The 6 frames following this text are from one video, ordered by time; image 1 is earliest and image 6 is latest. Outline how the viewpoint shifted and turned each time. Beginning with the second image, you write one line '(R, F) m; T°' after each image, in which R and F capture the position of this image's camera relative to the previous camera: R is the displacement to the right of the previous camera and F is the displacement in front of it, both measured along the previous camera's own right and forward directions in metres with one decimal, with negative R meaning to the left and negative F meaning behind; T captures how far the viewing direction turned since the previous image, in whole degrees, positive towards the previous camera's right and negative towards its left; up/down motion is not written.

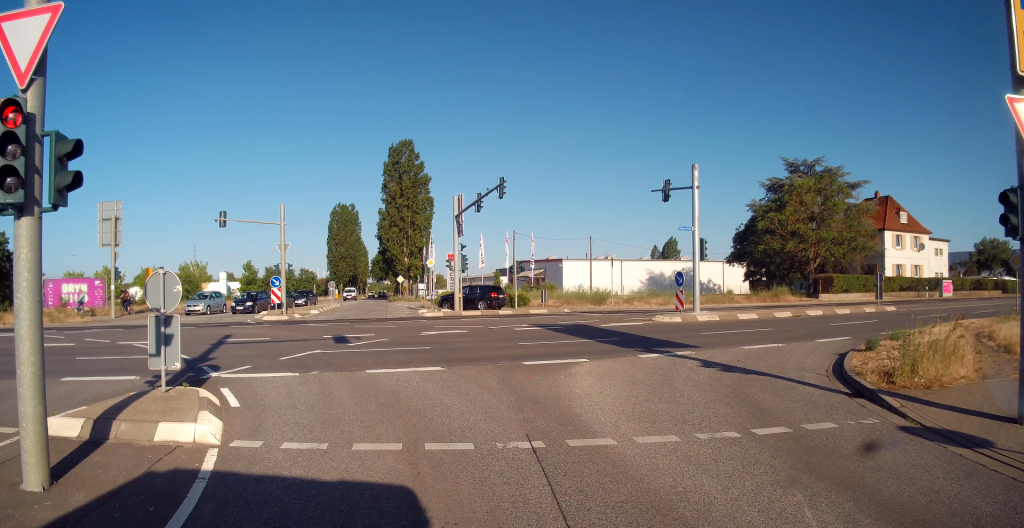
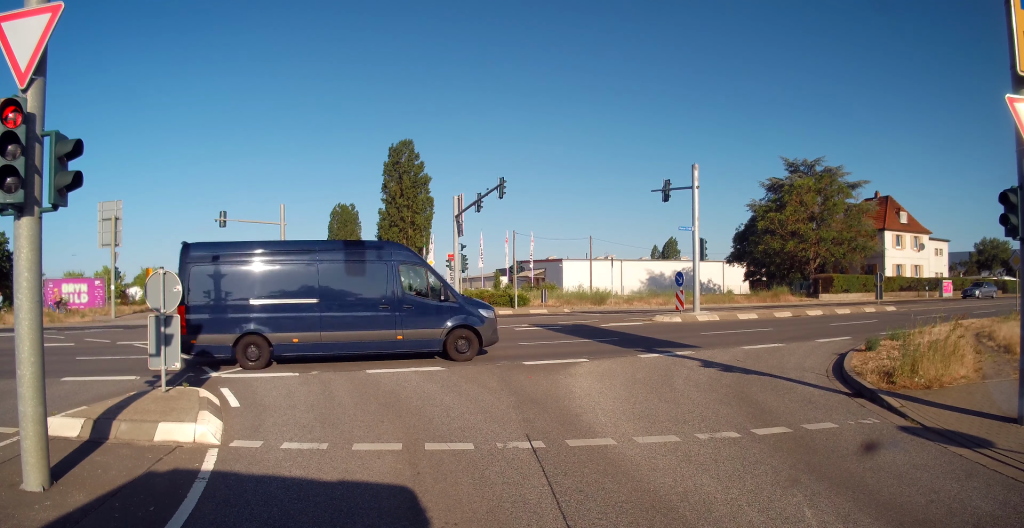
(0.0, 0.0) m; 0°
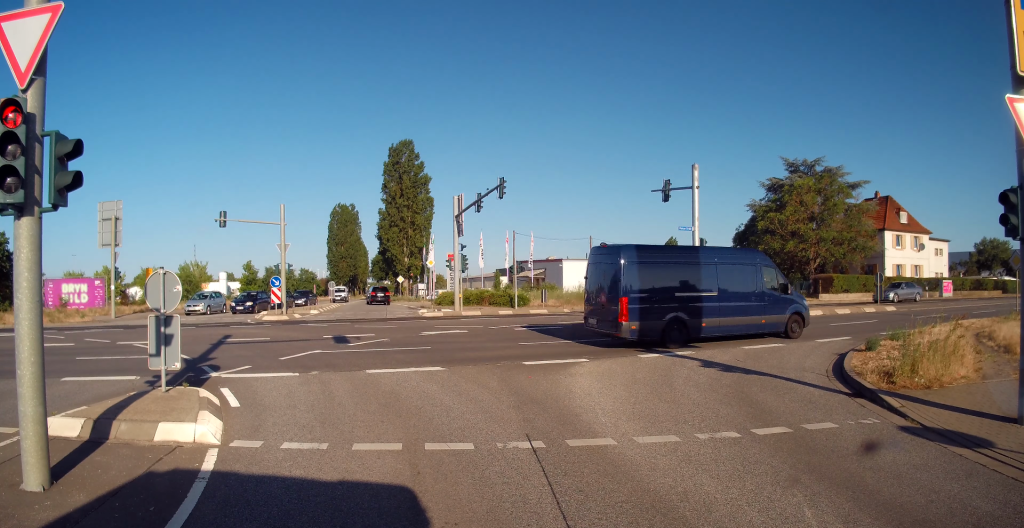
(0.0, 0.0) m; 0°
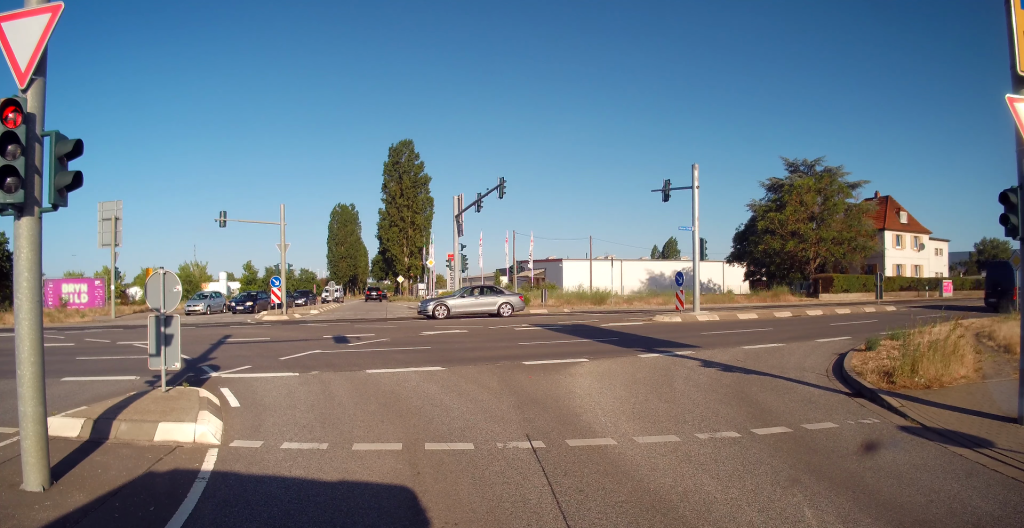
(0.0, 0.0) m; 0°
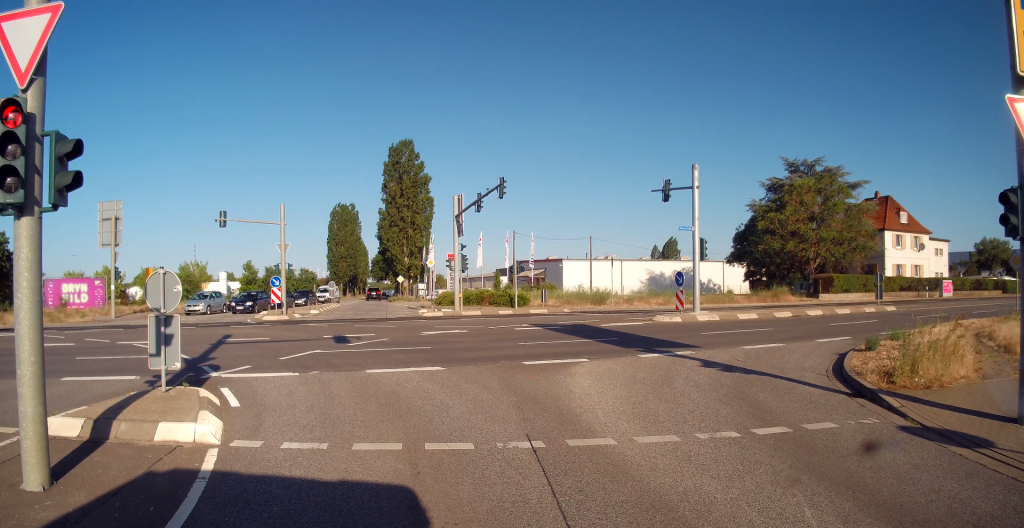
(0.0, 0.0) m; 0°
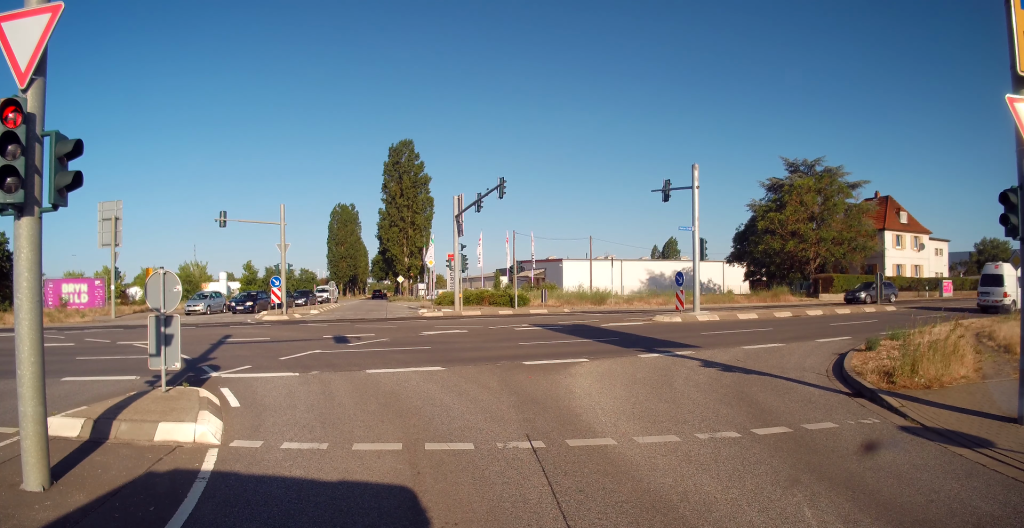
(0.0, 0.0) m; 0°
